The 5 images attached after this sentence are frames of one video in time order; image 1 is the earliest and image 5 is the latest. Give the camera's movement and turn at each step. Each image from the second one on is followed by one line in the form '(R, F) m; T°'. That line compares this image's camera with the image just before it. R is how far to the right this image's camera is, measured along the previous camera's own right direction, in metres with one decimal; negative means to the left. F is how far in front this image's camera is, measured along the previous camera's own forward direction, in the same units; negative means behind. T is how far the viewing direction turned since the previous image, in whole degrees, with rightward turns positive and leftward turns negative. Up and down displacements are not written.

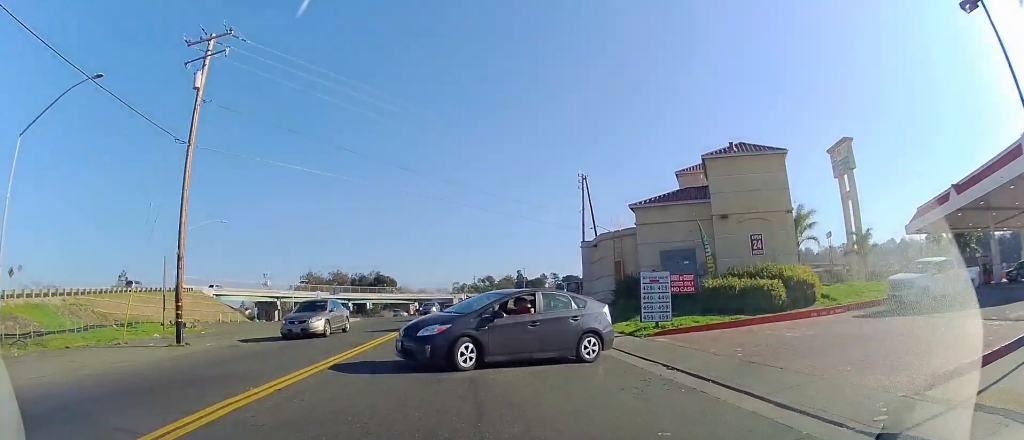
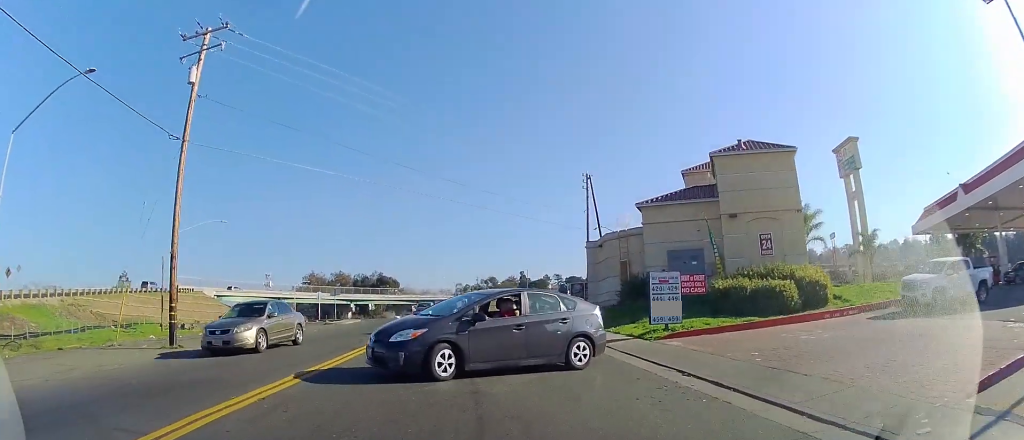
(+0.2, +1.2) m; +1°
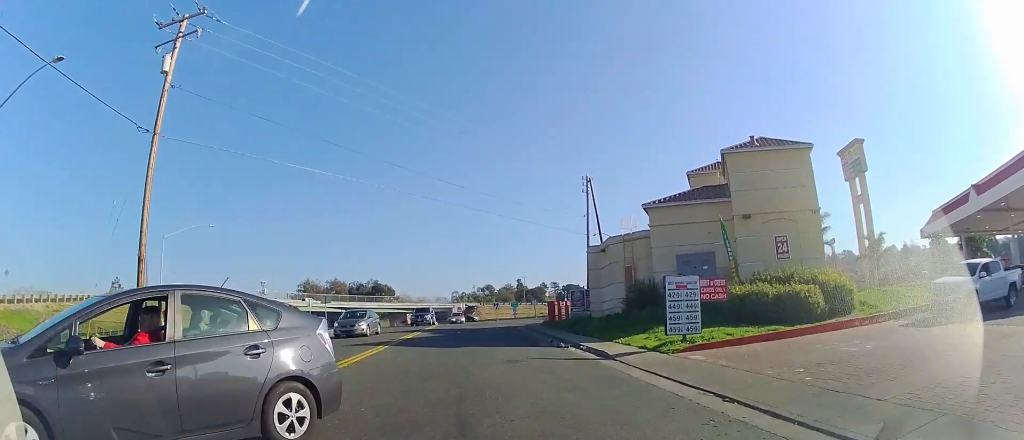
(-0.4, +2.8) m; +1°
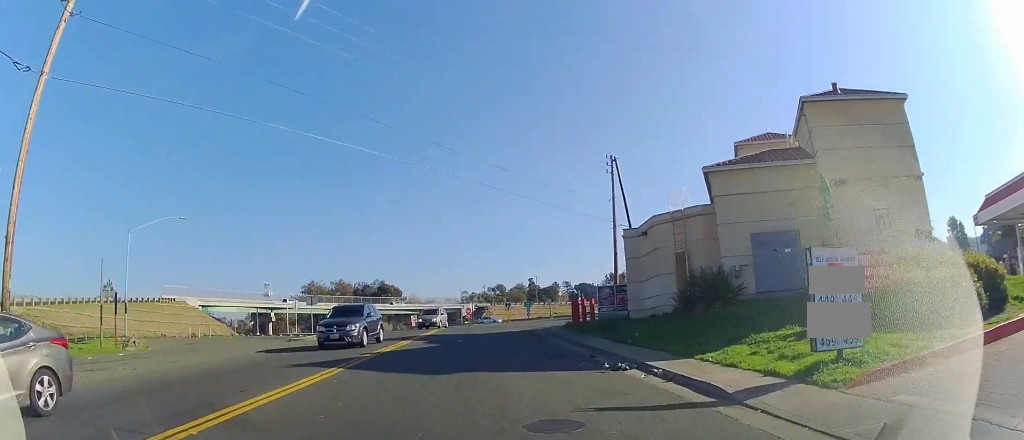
(-0.9, +4.7) m; -11°
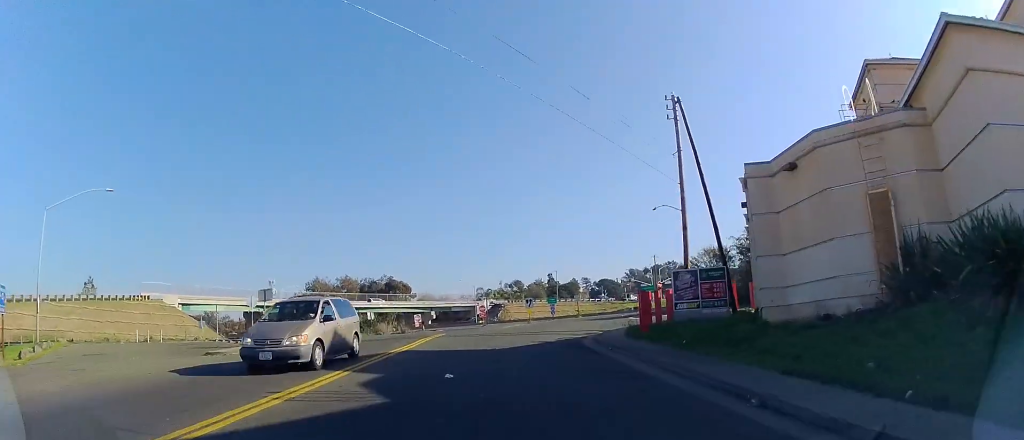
(+0.1, +11.5) m; -2°
